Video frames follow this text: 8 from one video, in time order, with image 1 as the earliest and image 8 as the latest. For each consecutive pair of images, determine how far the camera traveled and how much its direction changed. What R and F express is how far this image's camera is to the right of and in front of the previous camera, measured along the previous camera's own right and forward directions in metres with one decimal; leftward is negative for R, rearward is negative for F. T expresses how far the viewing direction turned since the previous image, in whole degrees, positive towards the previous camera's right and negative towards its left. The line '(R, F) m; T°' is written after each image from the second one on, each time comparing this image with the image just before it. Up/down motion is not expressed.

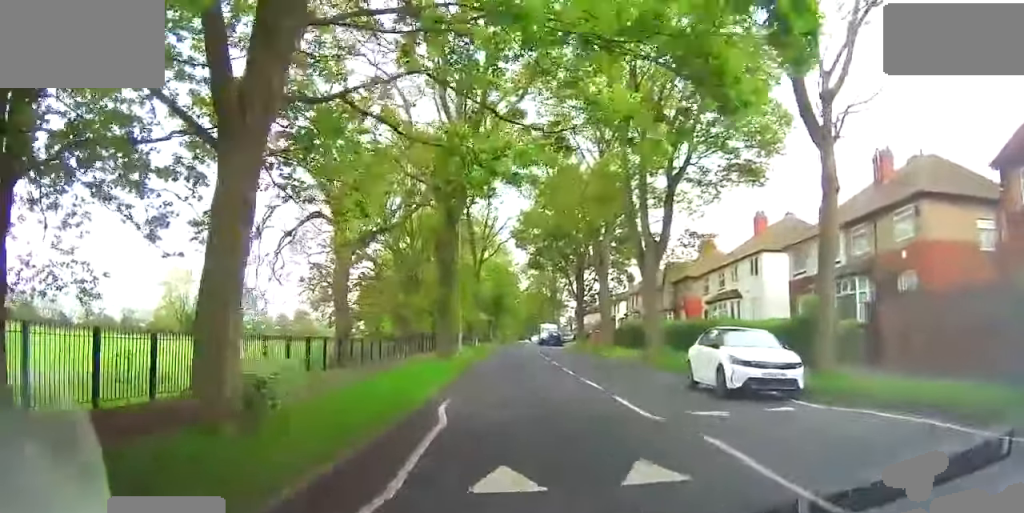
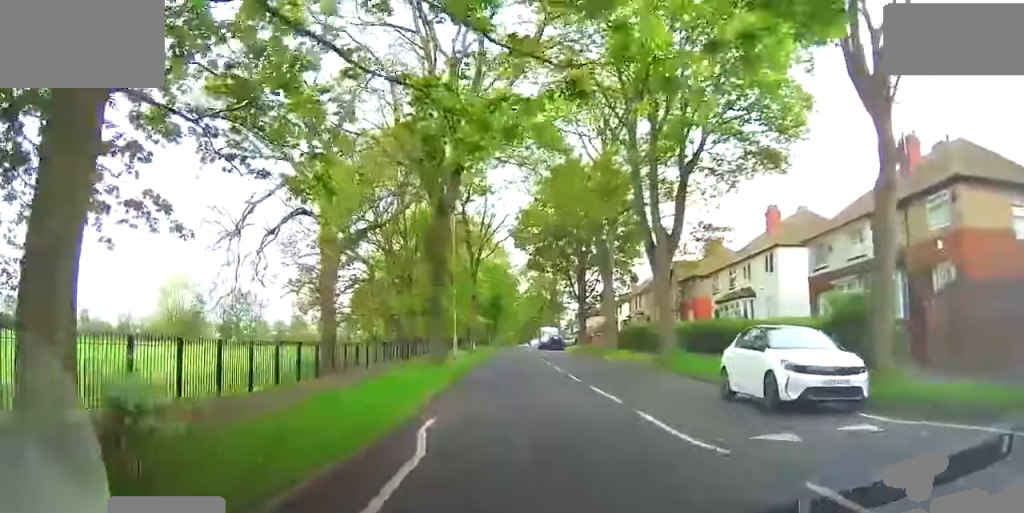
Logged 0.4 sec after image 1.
(0.0, +2.7) m; -1°
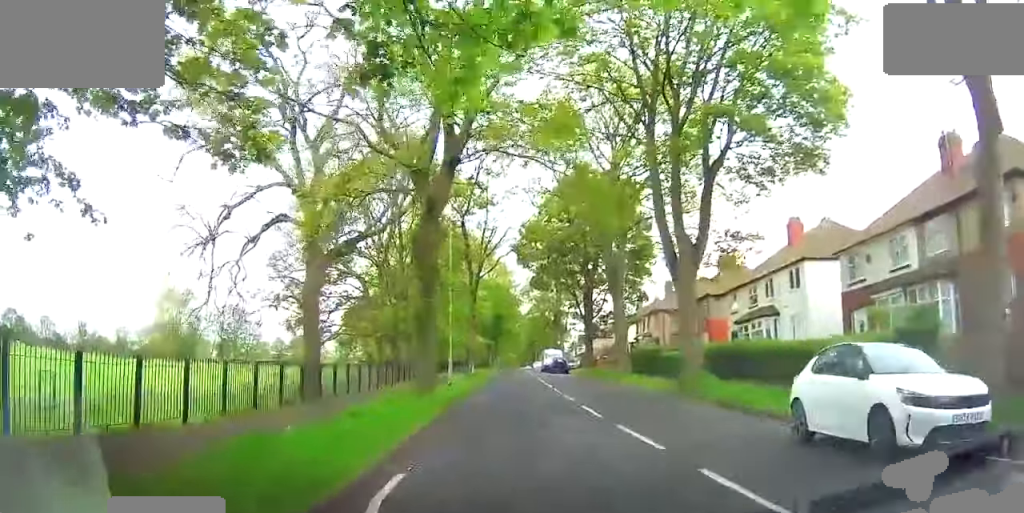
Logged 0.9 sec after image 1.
(0.0, +3.3) m; +2°
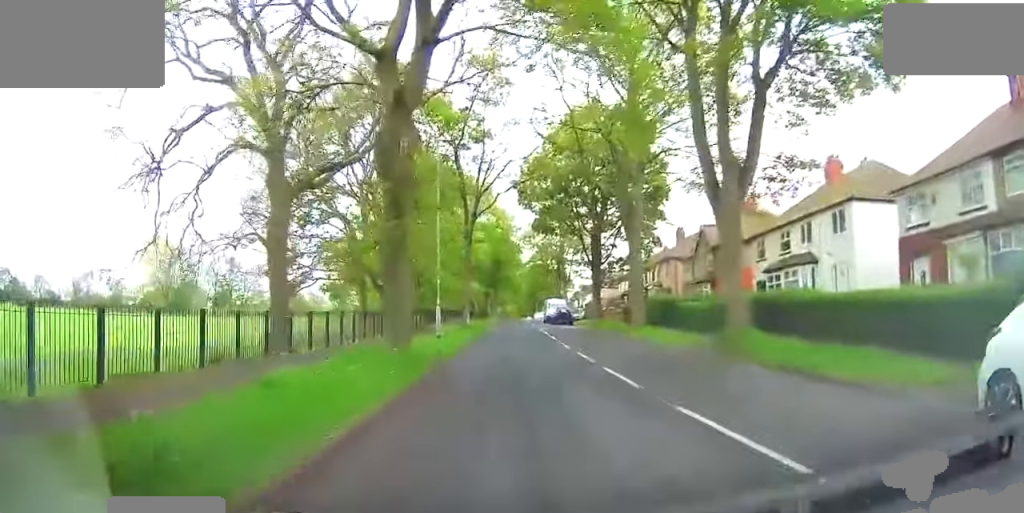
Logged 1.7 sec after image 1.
(+0.1, +4.8) m; +3°
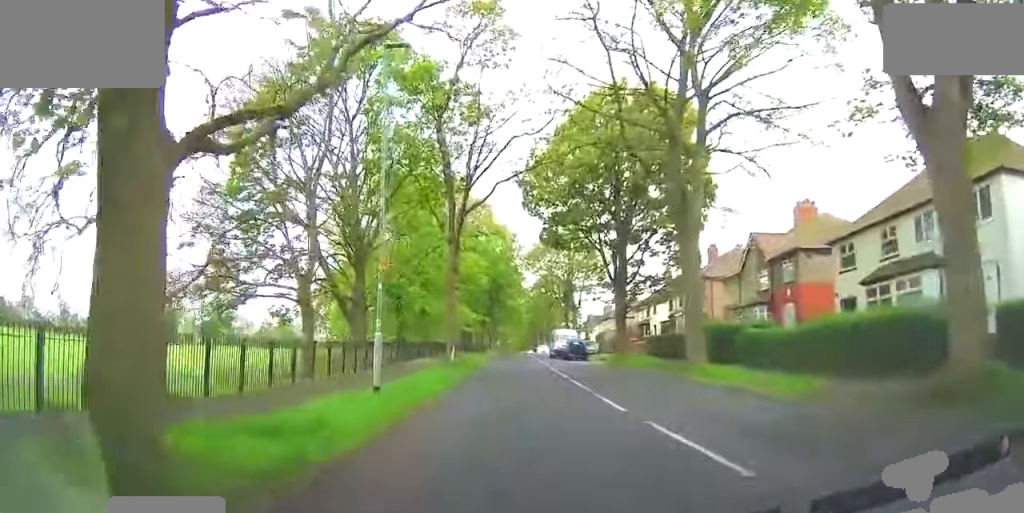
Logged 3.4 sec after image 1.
(+0.3, +9.2) m; +2°
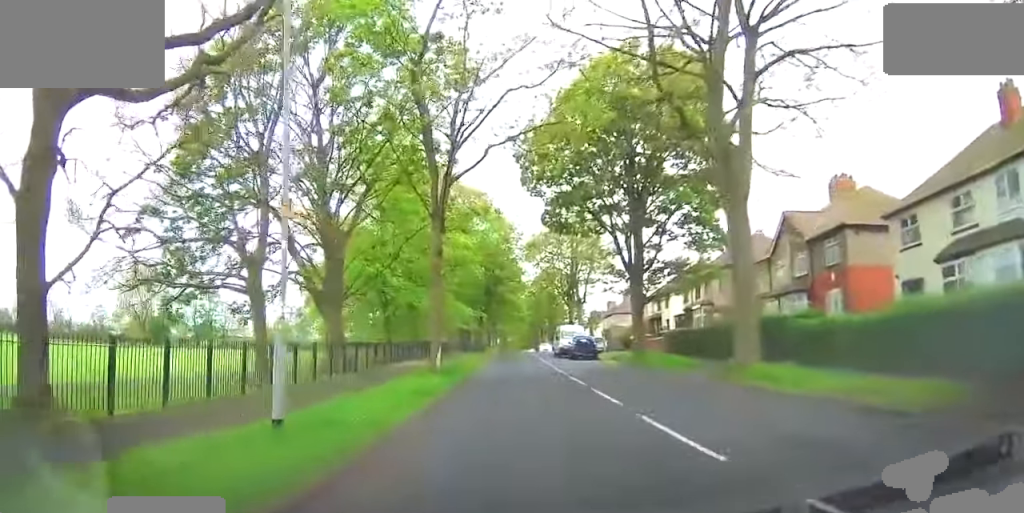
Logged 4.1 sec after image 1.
(+0.1, +4.3) m; +2°
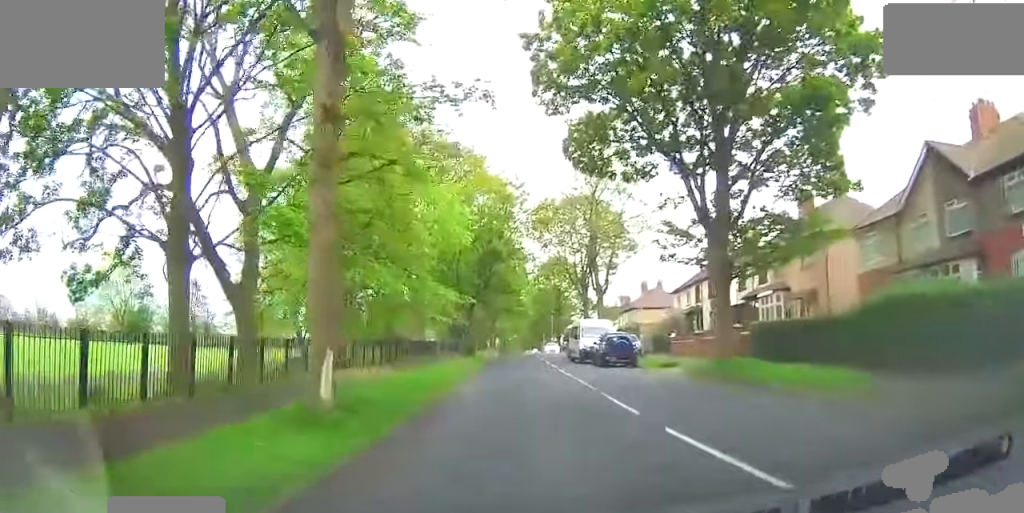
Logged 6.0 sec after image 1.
(-0.4, +11.9) m; -5°
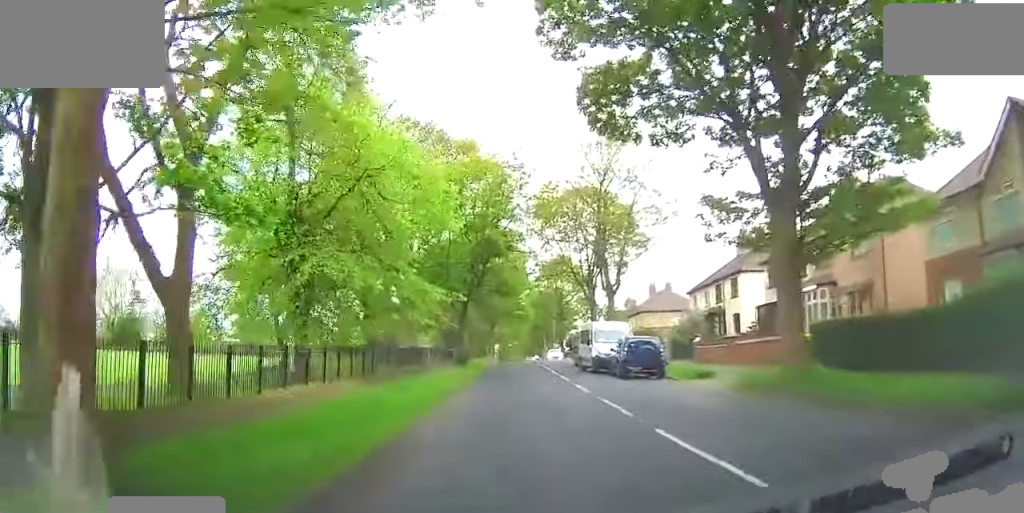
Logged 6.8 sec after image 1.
(-0.1, +5.2) m; -2°
